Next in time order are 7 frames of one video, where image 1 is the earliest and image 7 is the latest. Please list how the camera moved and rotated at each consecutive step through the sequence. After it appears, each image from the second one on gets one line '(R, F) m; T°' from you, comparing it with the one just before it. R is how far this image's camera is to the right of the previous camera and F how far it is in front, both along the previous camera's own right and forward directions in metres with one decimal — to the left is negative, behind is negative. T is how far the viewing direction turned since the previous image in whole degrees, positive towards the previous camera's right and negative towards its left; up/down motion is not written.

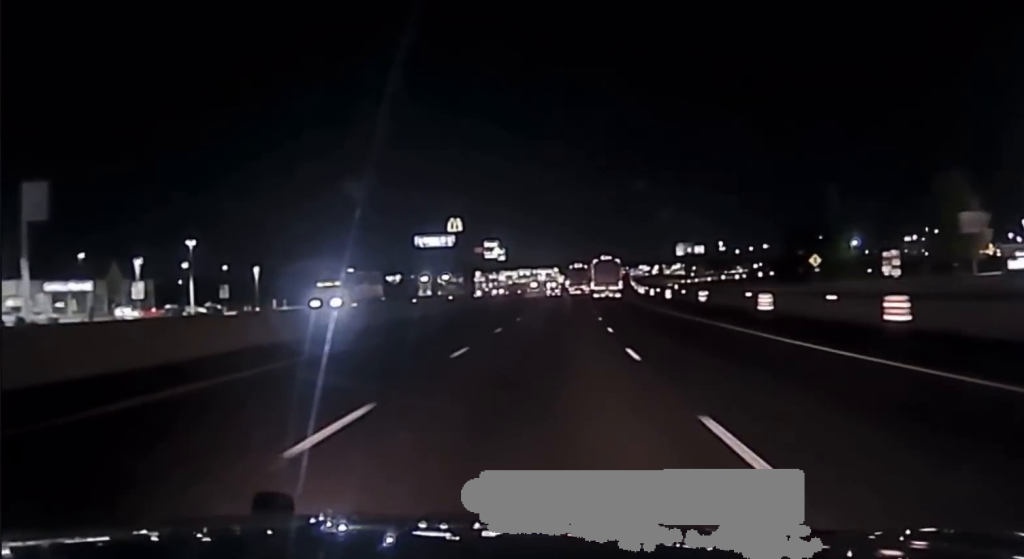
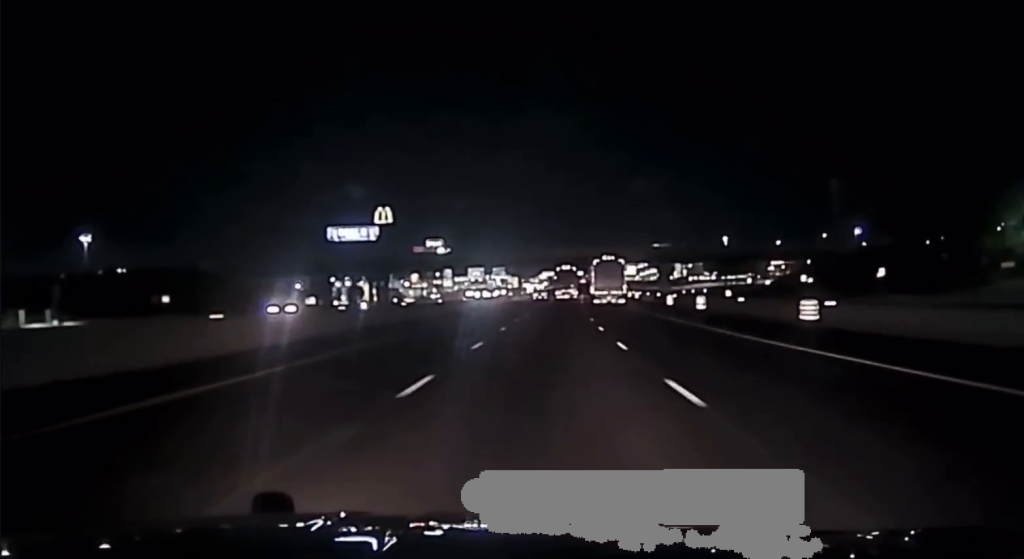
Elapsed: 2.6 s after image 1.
(+2.6, +93.1) m; +2°
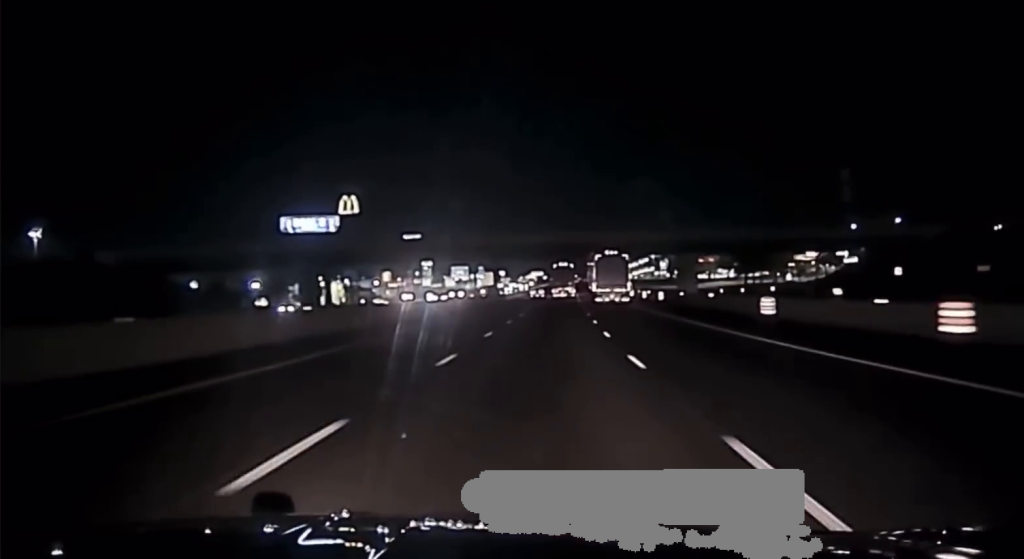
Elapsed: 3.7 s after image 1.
(+0.2, +41.4) m; 0°
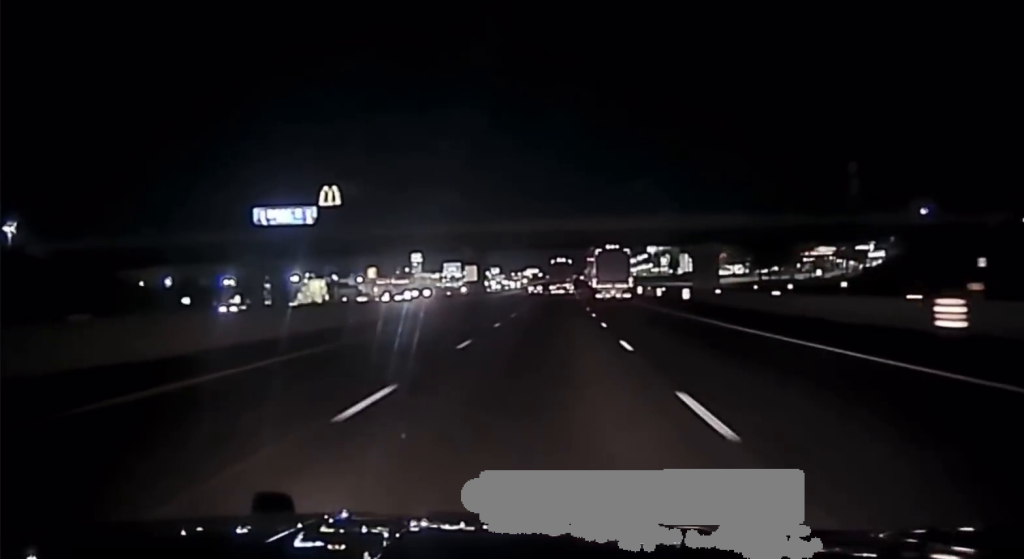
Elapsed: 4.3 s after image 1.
(0.0, +20.7) m; 0°
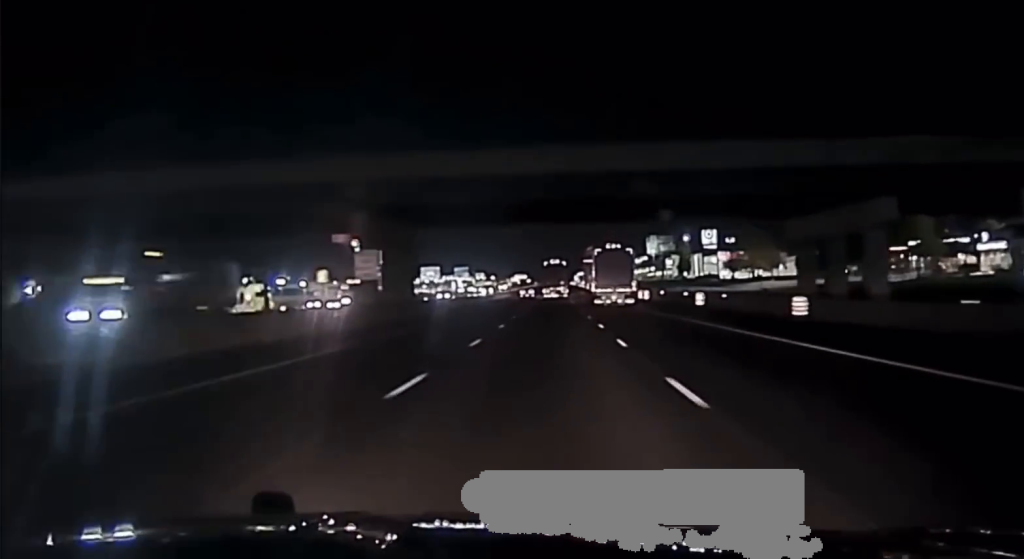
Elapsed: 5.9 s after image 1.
(0.0, +58.0) m; +1°
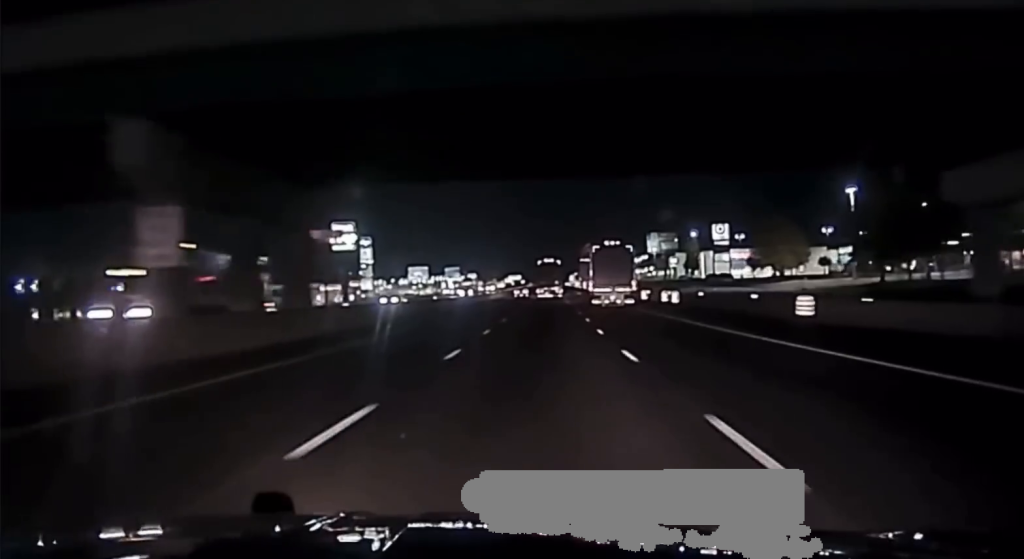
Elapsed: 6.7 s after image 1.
(+0.4, +28.9) m; +1°
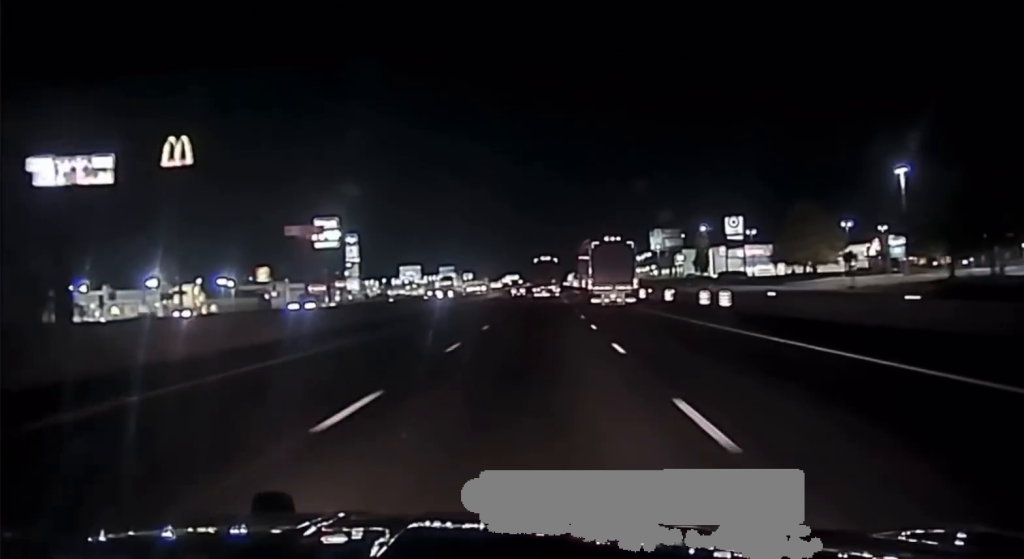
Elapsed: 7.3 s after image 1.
(+0.1, +22.9) m; 0°
